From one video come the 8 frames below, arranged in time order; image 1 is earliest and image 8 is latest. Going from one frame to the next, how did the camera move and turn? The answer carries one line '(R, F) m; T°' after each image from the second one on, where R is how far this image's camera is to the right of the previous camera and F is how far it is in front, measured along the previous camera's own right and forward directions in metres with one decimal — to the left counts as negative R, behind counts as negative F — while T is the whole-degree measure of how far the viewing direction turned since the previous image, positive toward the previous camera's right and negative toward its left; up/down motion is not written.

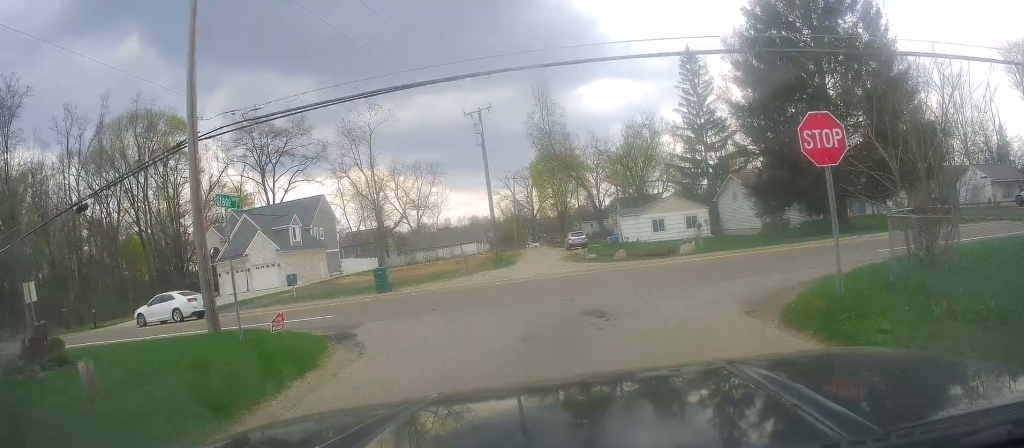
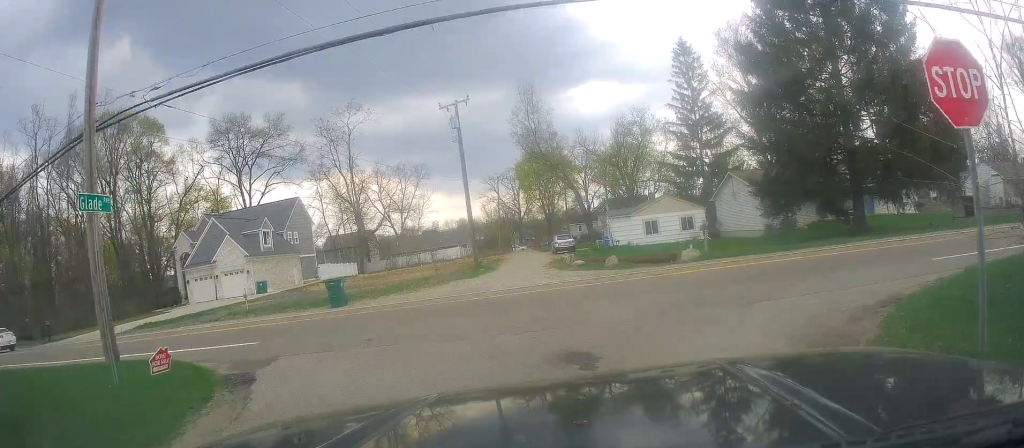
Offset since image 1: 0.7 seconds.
(+0.2, +4.5) m; +2°
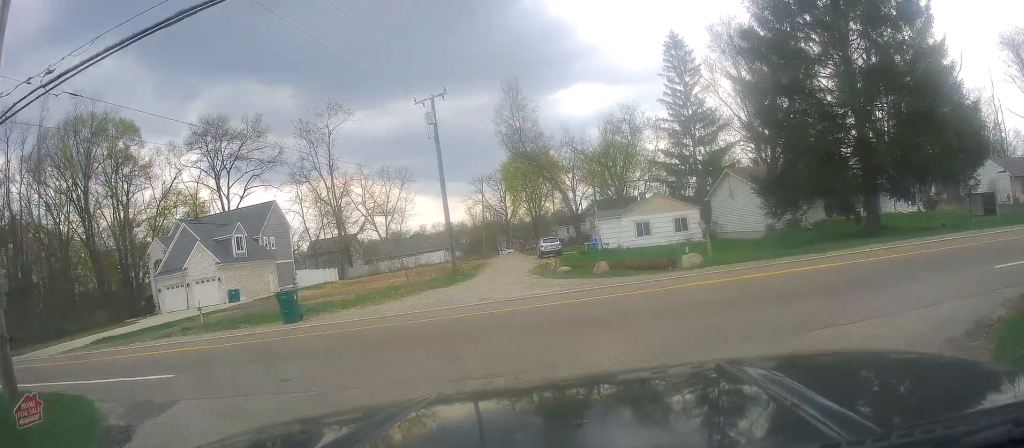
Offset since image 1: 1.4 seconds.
(+0.3, +3.9) m; +1°
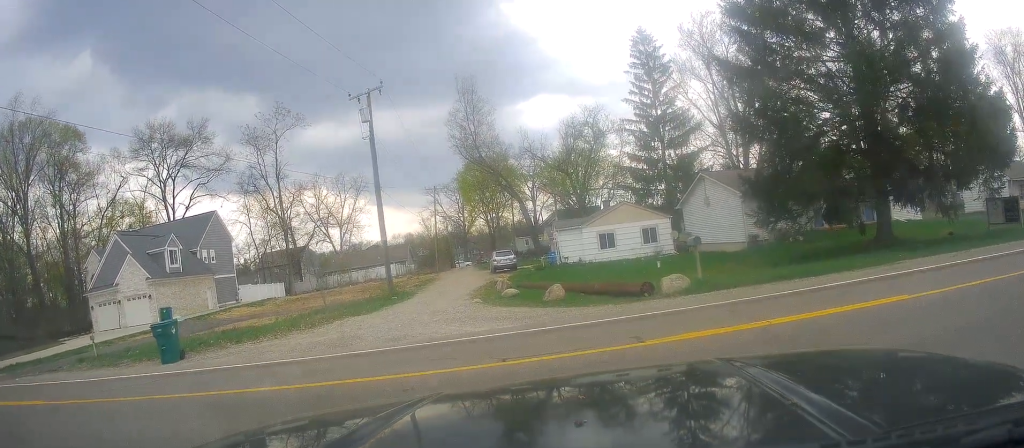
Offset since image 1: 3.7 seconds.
(-0.2, +7.5) m; +24°
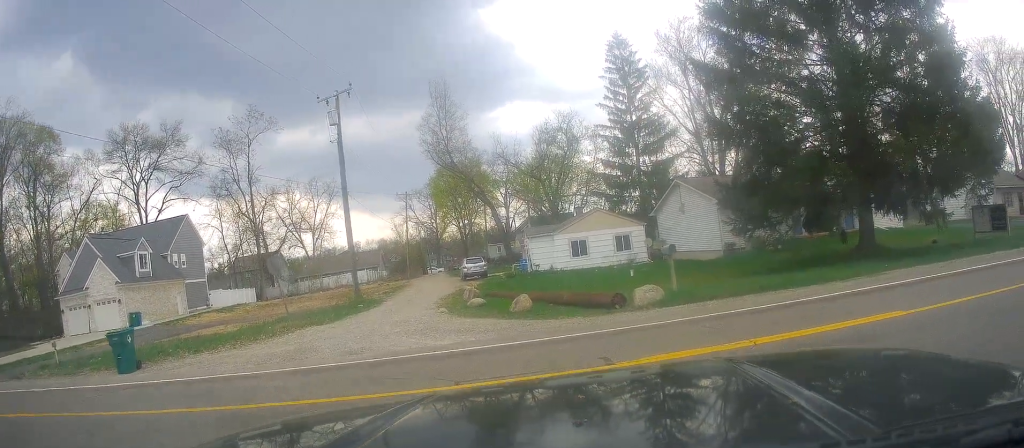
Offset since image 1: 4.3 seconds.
(+0.4, +1.2) m; +17°
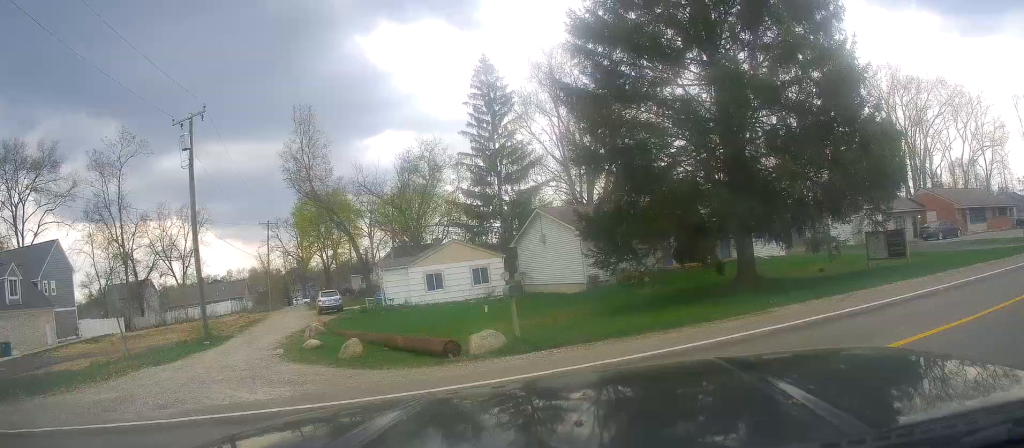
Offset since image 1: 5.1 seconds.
(-0.1, +1.4) m; +10°
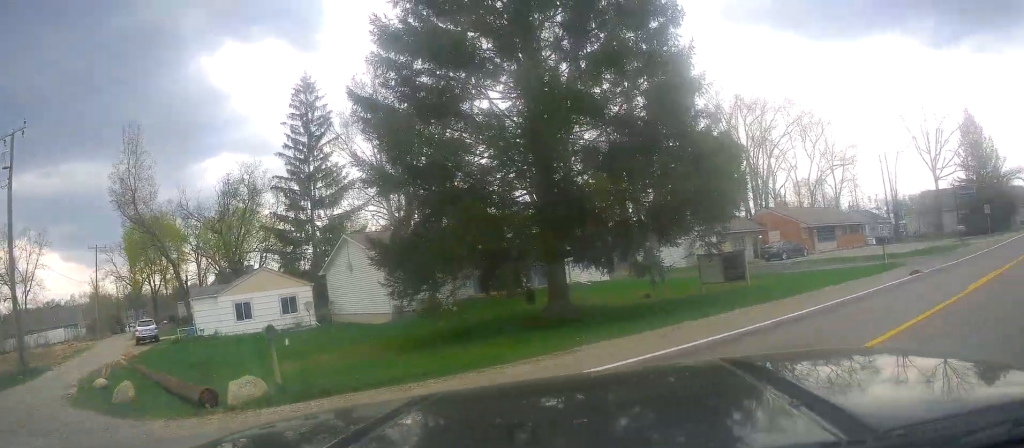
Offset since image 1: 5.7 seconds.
(+0.1, +1.5) m; +8°
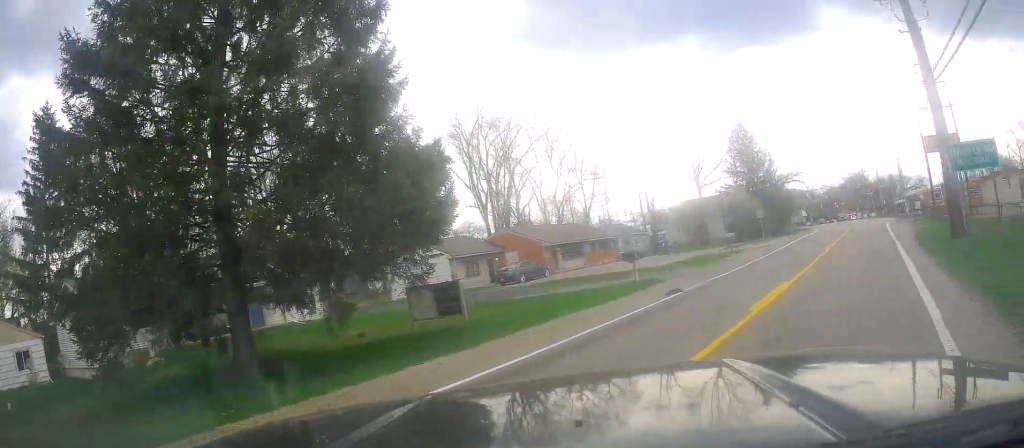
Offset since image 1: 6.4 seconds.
(+0.3, +2.5) m; +10°
